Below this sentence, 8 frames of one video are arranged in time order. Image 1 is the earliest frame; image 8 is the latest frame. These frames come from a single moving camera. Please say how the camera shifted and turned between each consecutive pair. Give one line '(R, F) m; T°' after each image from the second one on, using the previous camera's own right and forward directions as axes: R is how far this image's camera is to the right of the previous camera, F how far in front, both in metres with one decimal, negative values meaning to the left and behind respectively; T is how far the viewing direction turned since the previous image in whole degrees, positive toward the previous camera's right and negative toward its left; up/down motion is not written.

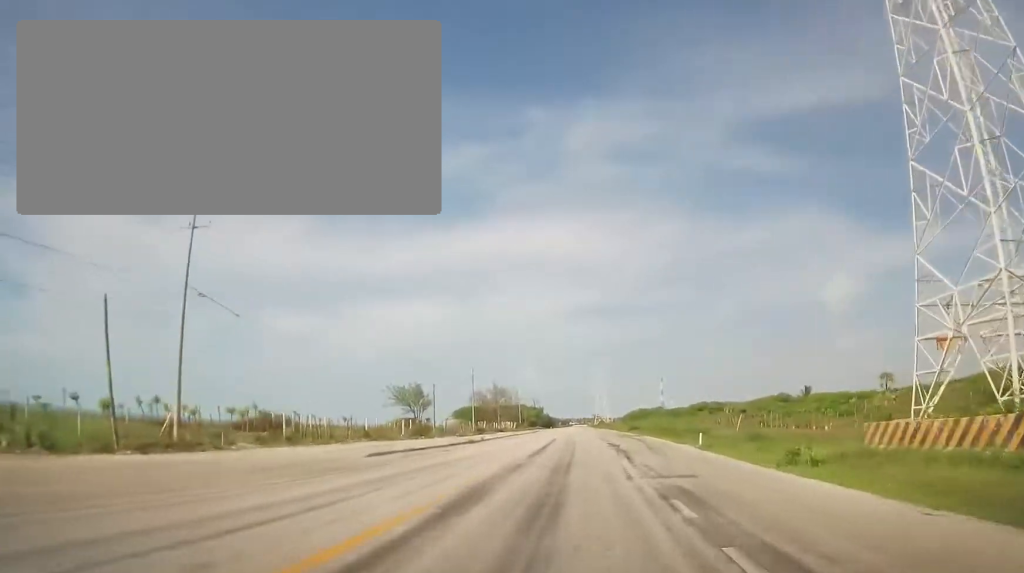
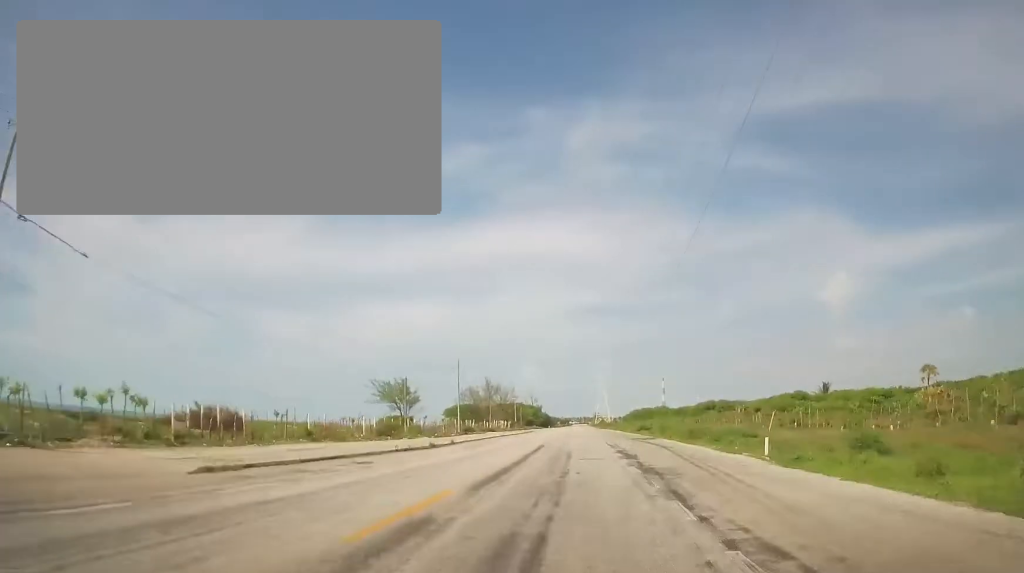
(+0.1, +12.4) m; 0°
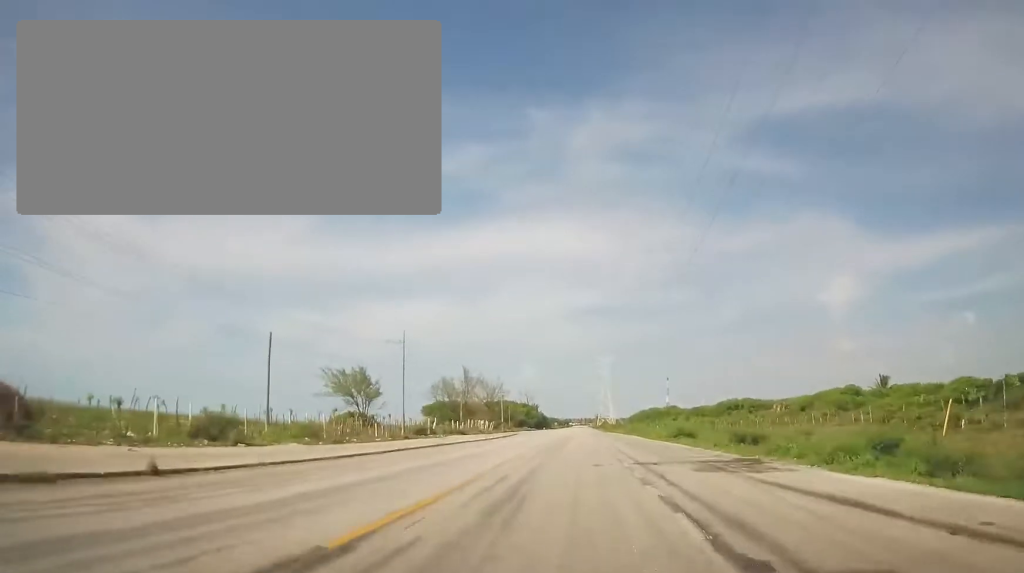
(+0.1, +29.8) m; +1°
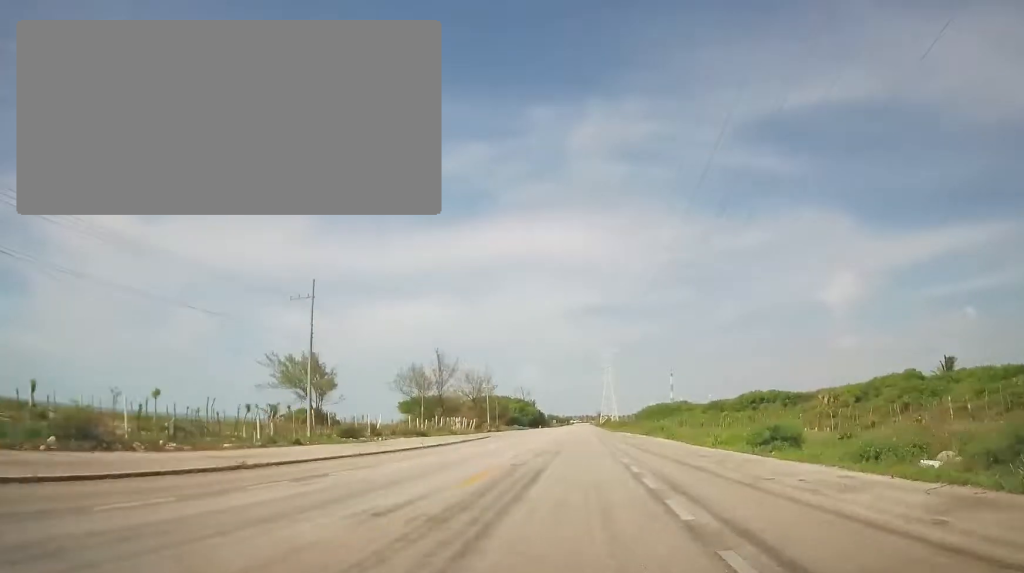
(+0.3, +23.3) m; 0°
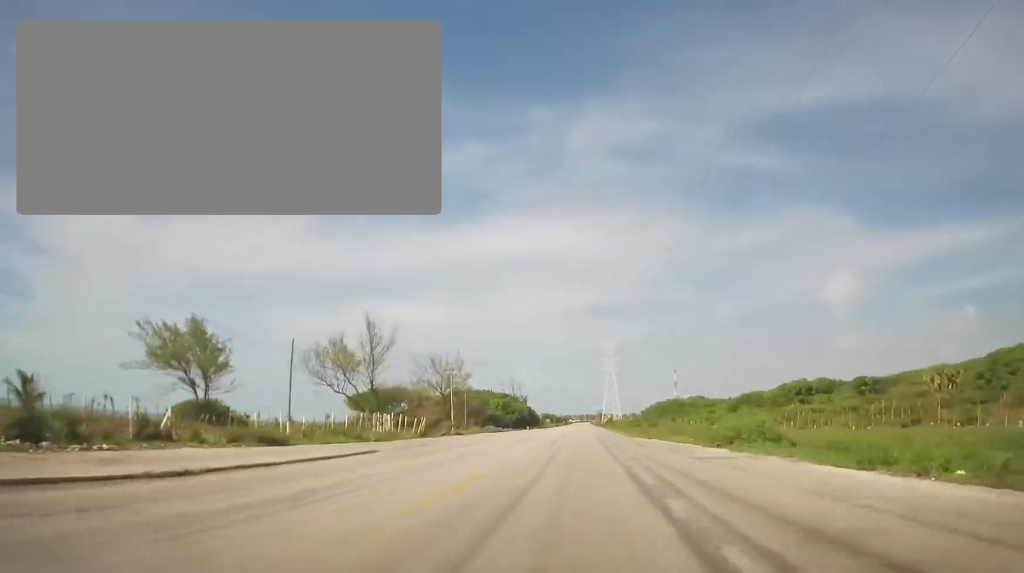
(-0.3, +32.6) m; 0°
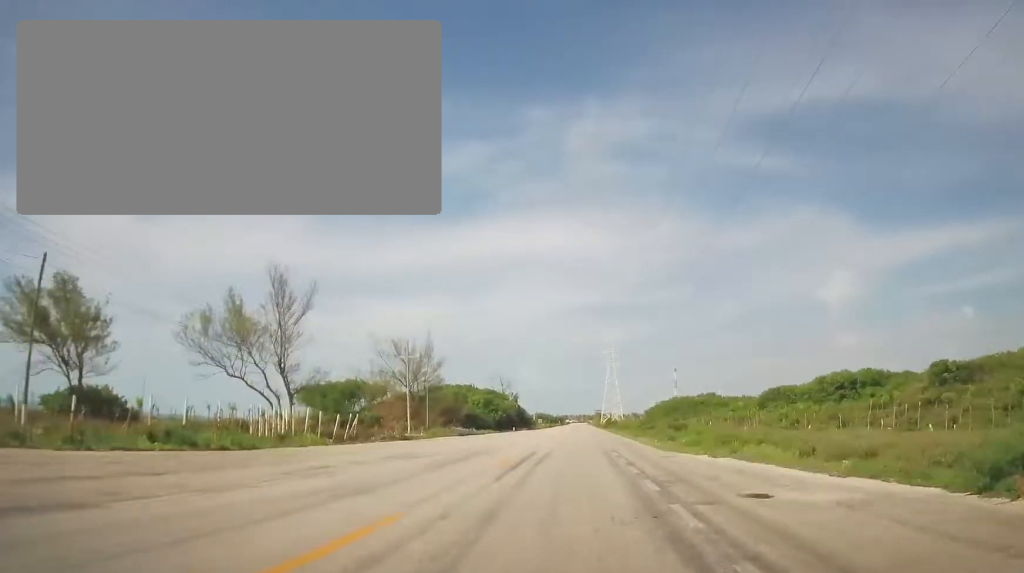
(-0.1, +21.0) m; 0°
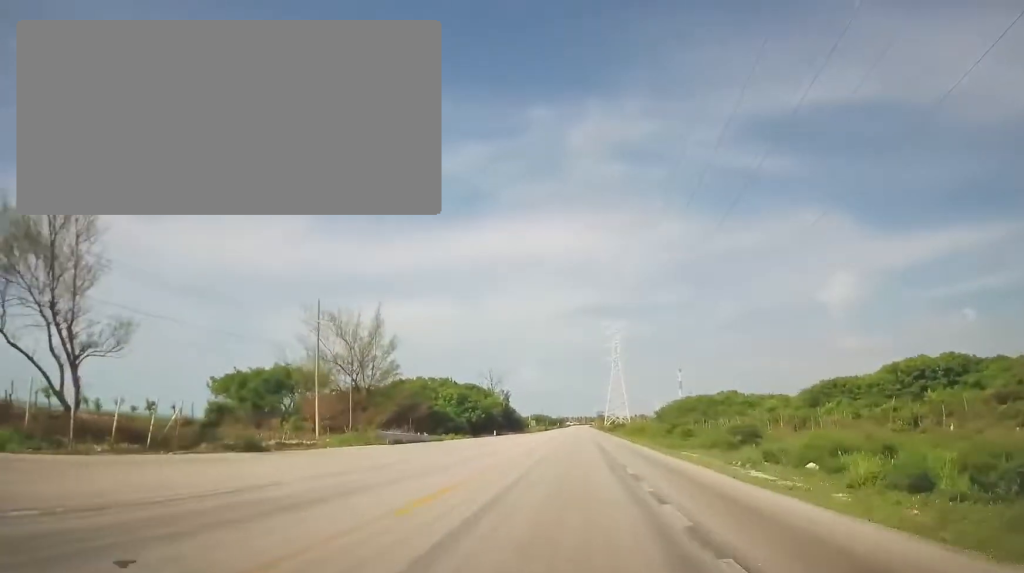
(+0.2, +24.3) m; -1°
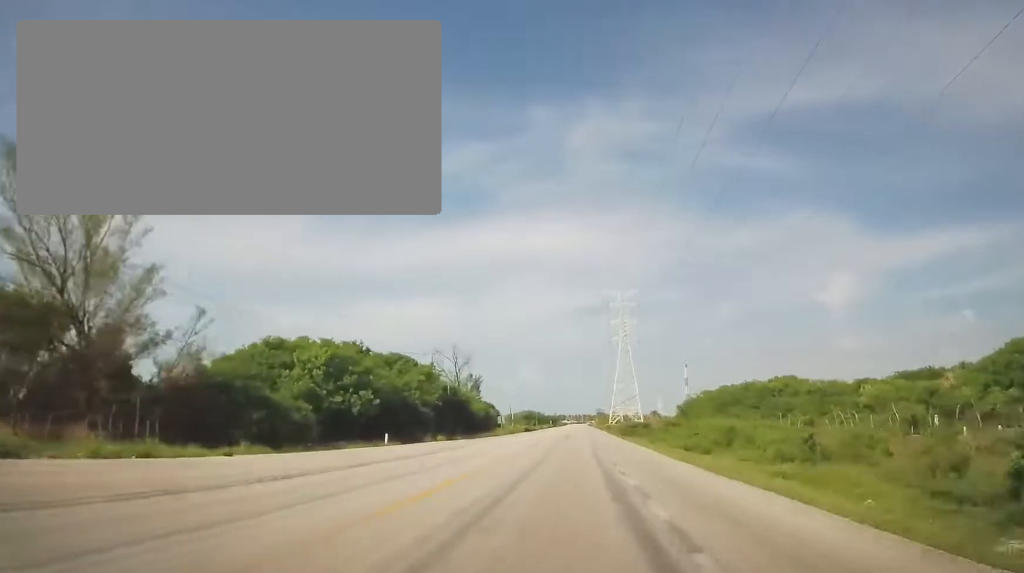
(-0.4, +44.6) m; 0°
